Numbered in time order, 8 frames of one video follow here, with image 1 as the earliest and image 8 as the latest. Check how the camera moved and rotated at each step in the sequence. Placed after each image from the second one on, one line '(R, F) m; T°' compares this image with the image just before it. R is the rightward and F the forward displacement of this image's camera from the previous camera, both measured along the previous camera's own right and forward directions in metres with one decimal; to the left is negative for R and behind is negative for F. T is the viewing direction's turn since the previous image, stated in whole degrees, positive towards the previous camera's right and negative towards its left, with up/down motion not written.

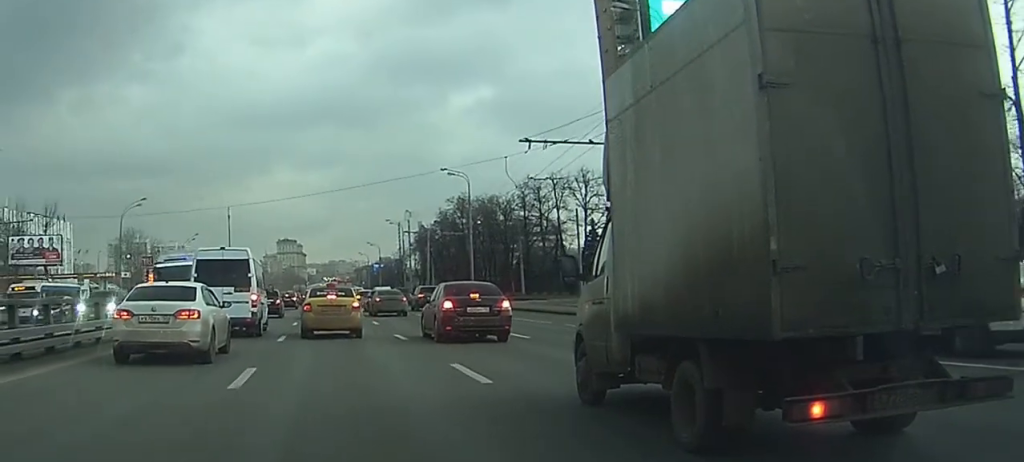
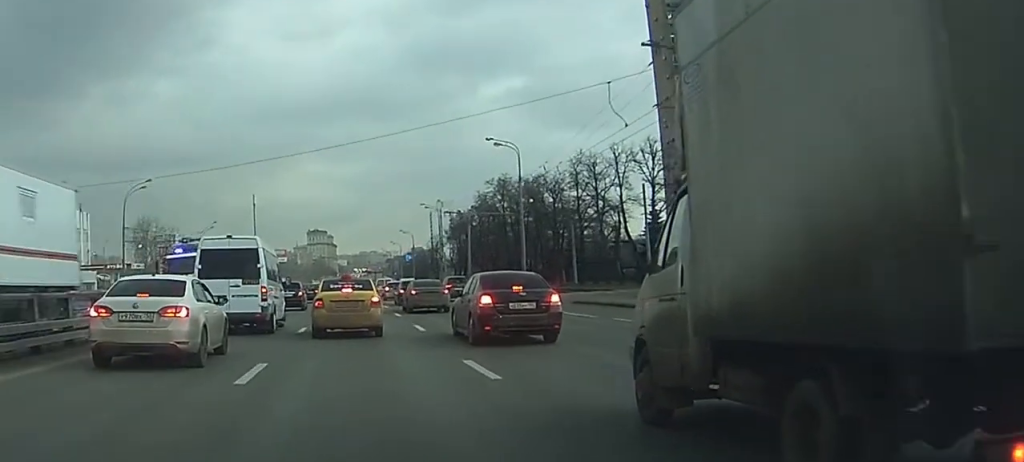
(-0.2, +10.6) m; -1°
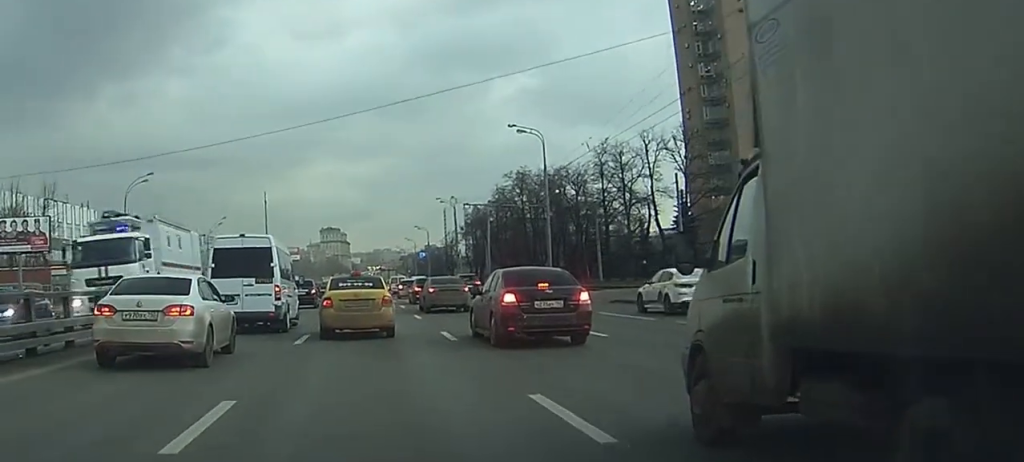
(+0.1, +4.8) m; +1°
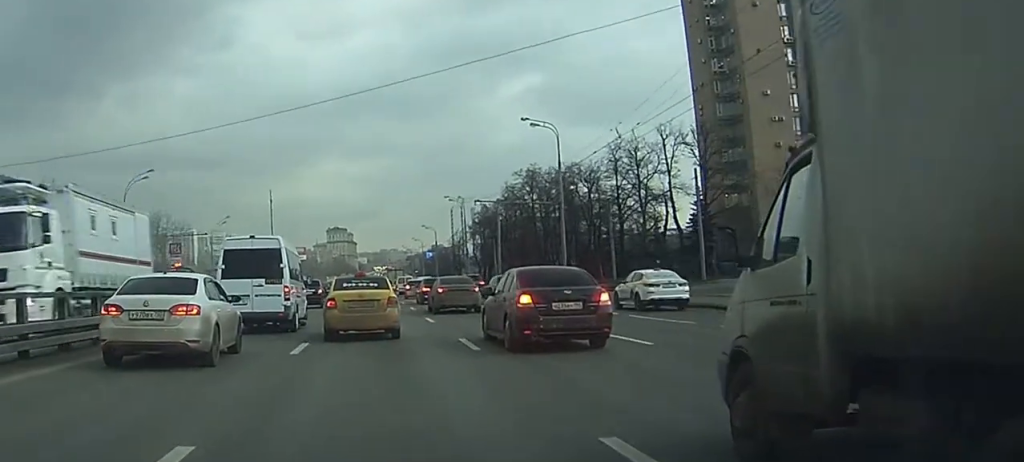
(0.0, +2.9) m; +1°
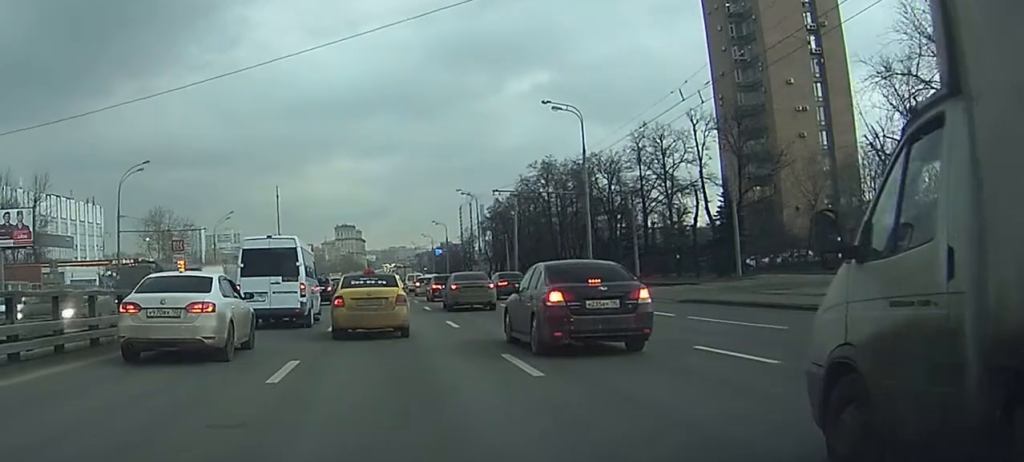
(0.0, +5.4) m; +1°
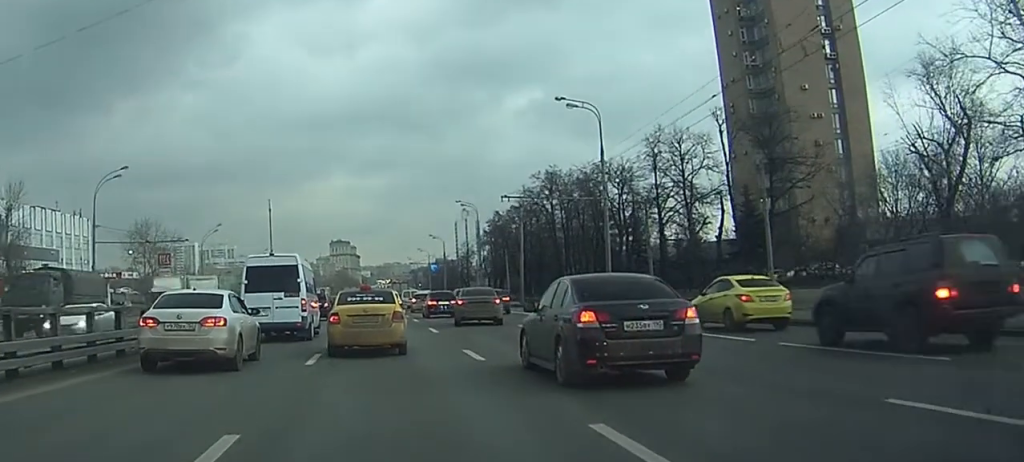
(0.0, +6.3) m; 0°
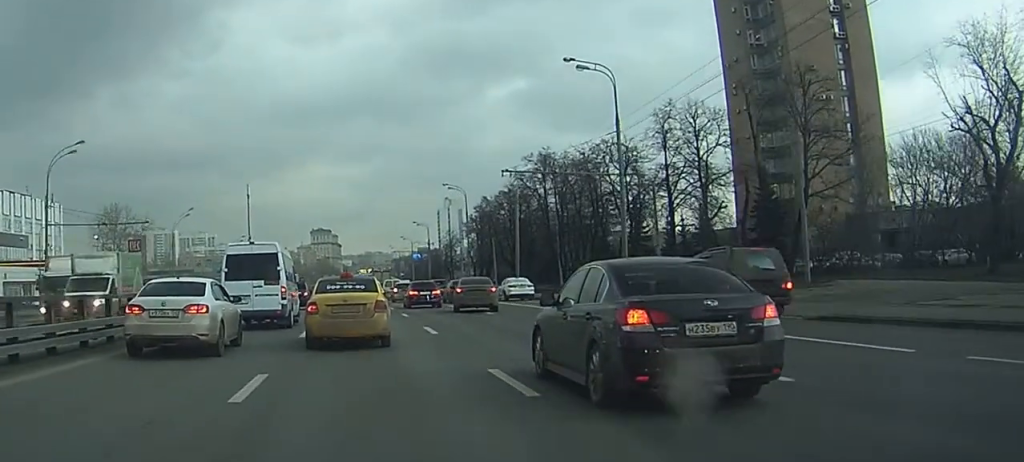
(0.0, +6.6) m; 0°
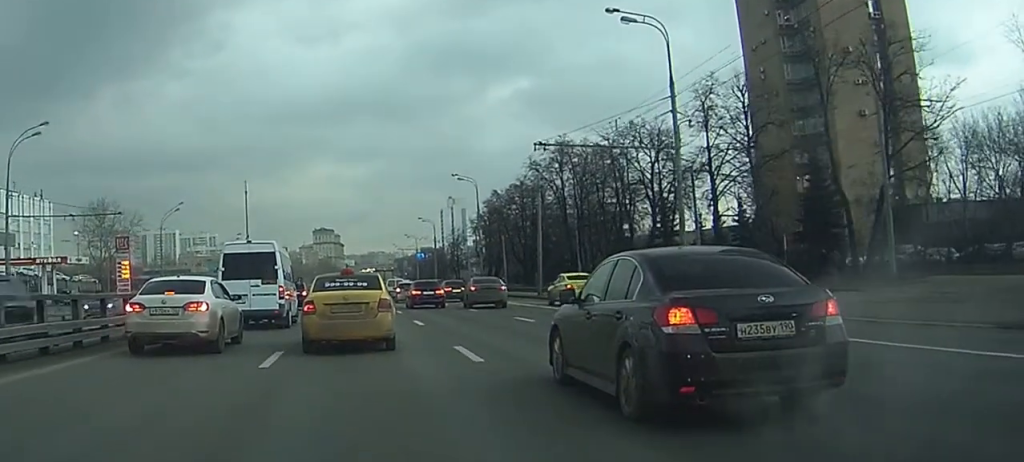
(0.0, +7.8) m; 0°
